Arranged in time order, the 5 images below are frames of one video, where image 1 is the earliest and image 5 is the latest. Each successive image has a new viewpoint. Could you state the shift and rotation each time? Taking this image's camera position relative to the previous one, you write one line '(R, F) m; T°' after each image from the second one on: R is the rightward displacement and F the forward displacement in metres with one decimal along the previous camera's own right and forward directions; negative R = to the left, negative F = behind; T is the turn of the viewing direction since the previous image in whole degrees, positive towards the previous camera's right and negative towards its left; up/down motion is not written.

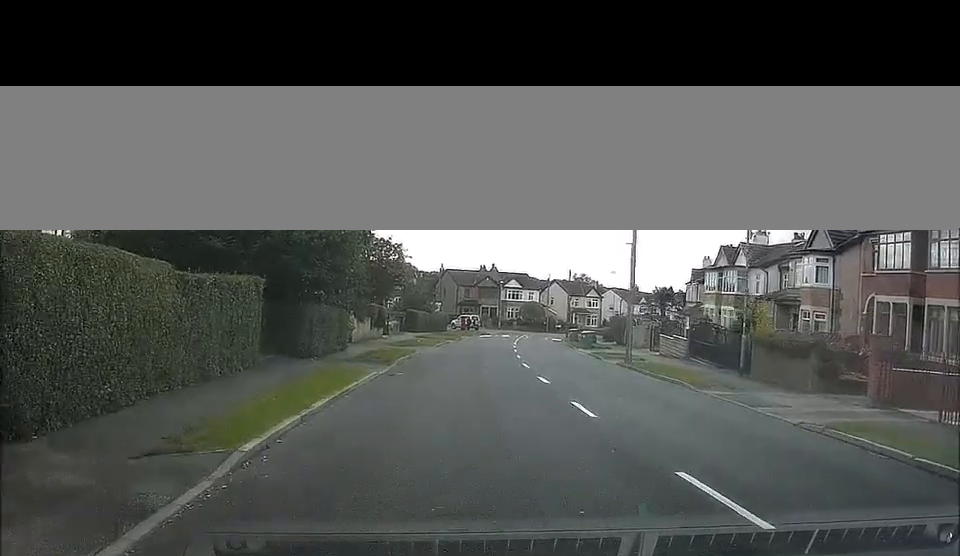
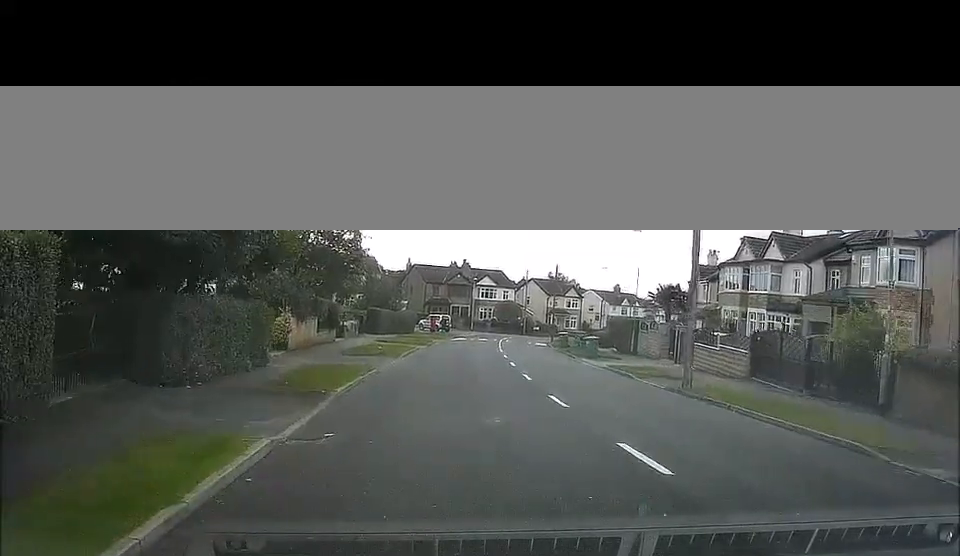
(-0.1, +11.8) m; +1°
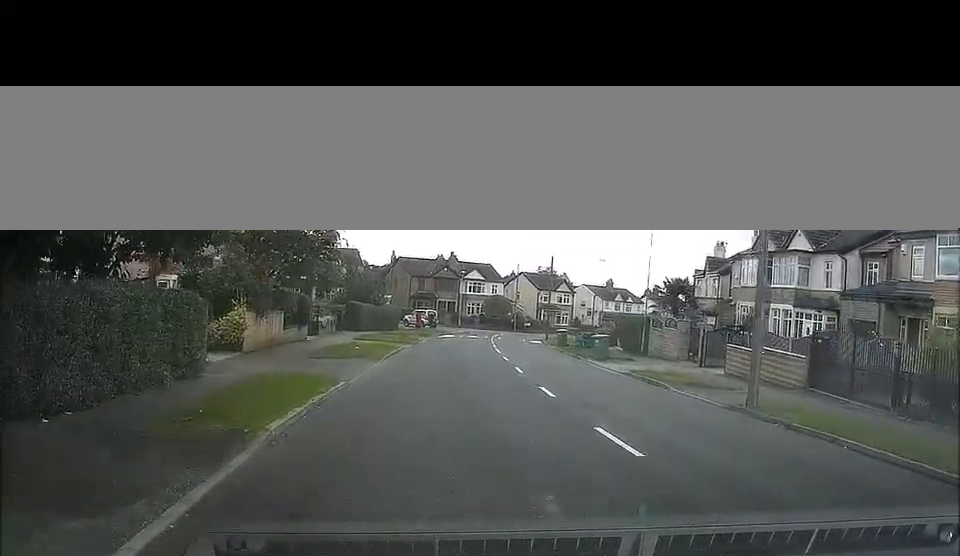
(+0.1, +5.9) m; +1°
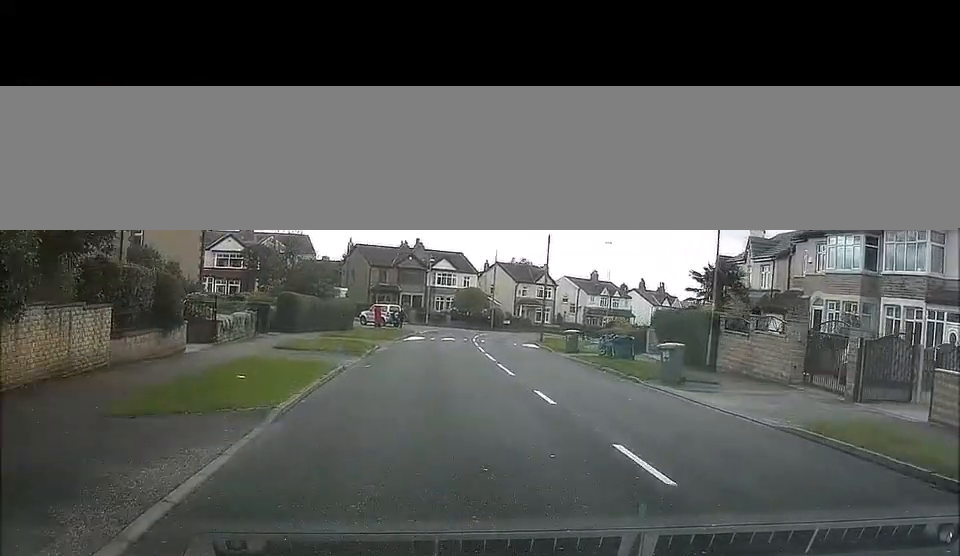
(+0.6, +16.3) m; +4°
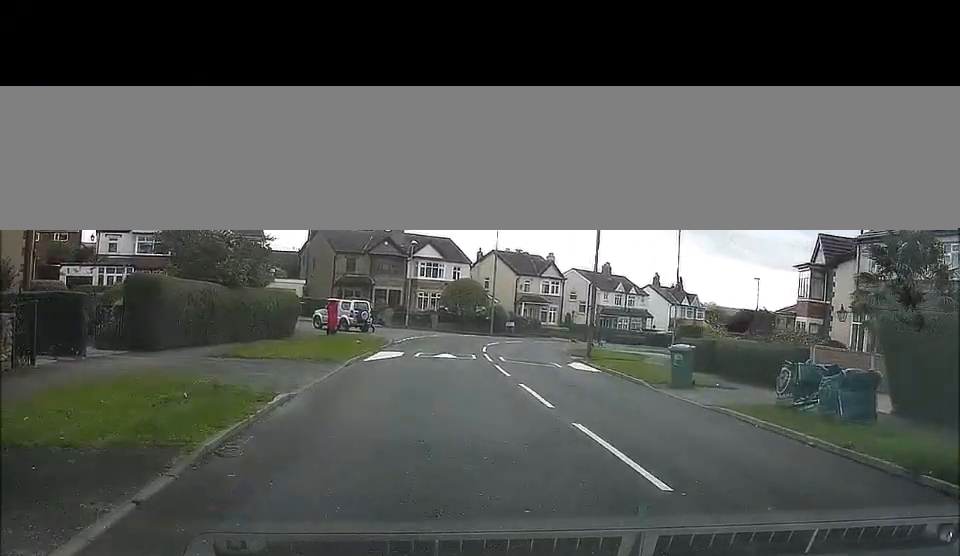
(+0.1, +17.5) m; -1°
